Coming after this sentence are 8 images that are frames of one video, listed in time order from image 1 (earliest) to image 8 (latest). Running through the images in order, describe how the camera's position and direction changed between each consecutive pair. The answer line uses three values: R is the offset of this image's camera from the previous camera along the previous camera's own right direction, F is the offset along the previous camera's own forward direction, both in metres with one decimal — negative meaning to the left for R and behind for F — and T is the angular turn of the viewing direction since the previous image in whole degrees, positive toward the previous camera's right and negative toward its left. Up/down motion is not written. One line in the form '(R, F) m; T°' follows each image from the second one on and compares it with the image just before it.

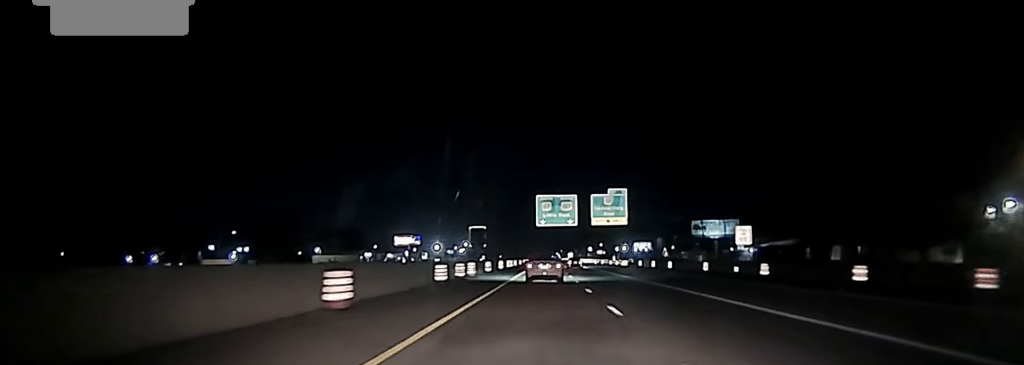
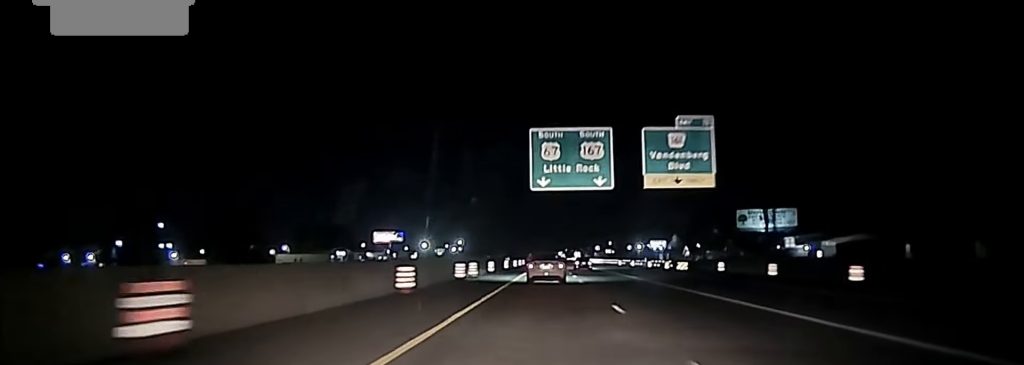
(-0.2, +59.5) m; 0°
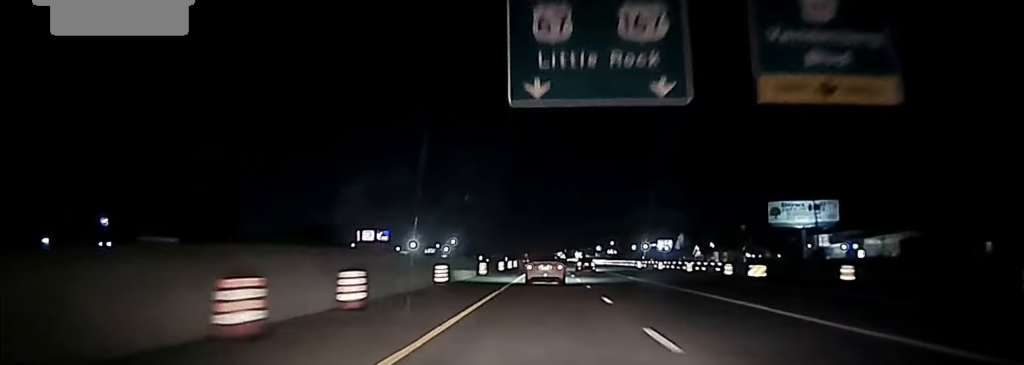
(+0.2, +33.2) m; 0°
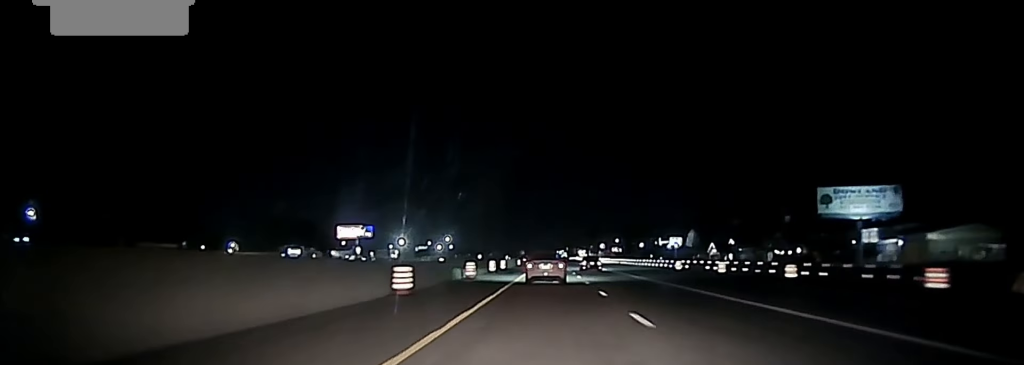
(+0.3, +33.1) m; 0°
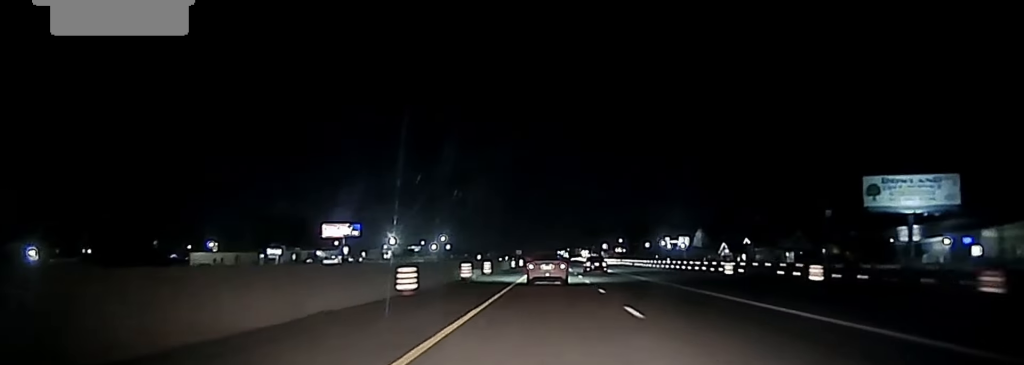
(-0.1, +23.3) m; 0°
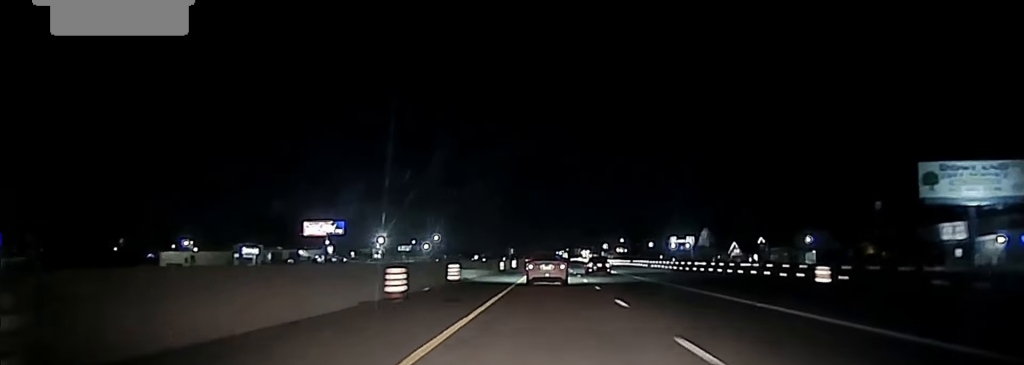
(-0.1, +20.4) m; 0°
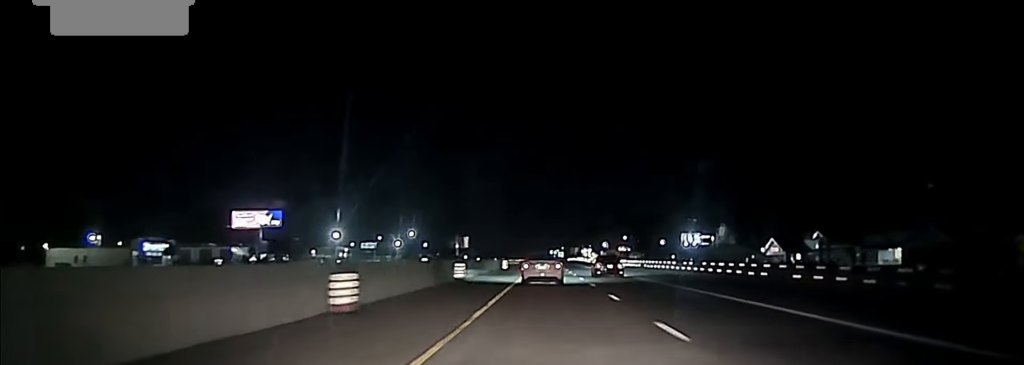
(-0.3, +56.6) m; 0°
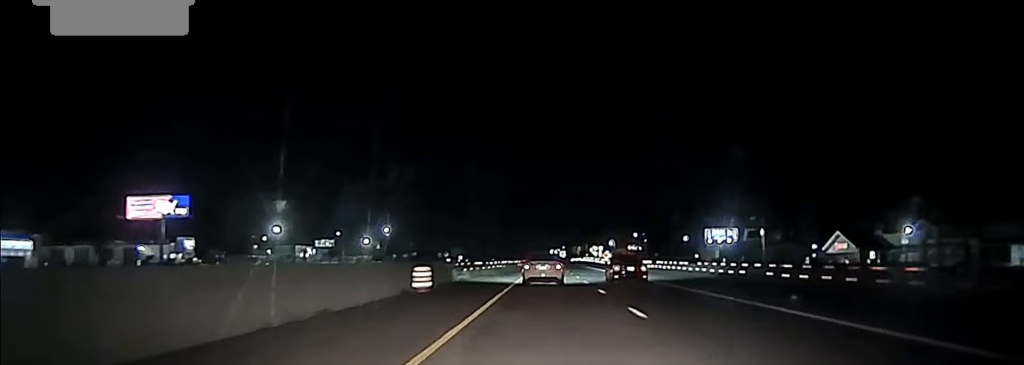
(+0.4, +57.4) m; 0°
